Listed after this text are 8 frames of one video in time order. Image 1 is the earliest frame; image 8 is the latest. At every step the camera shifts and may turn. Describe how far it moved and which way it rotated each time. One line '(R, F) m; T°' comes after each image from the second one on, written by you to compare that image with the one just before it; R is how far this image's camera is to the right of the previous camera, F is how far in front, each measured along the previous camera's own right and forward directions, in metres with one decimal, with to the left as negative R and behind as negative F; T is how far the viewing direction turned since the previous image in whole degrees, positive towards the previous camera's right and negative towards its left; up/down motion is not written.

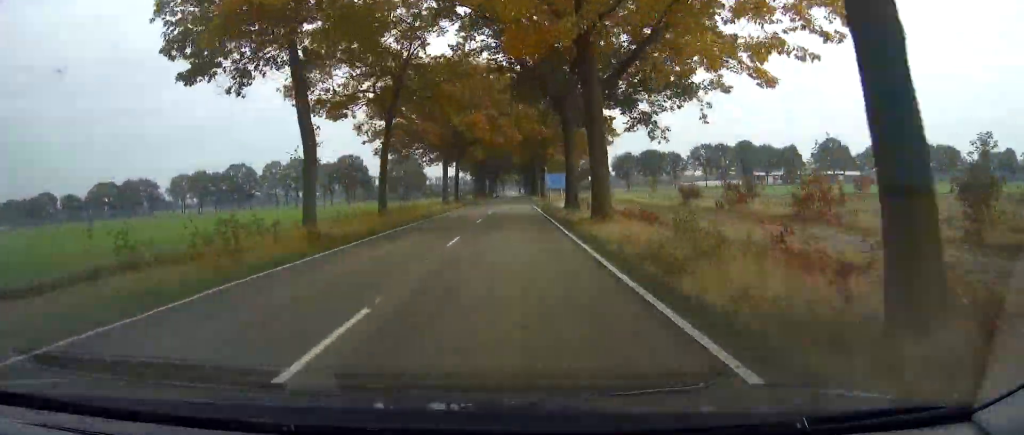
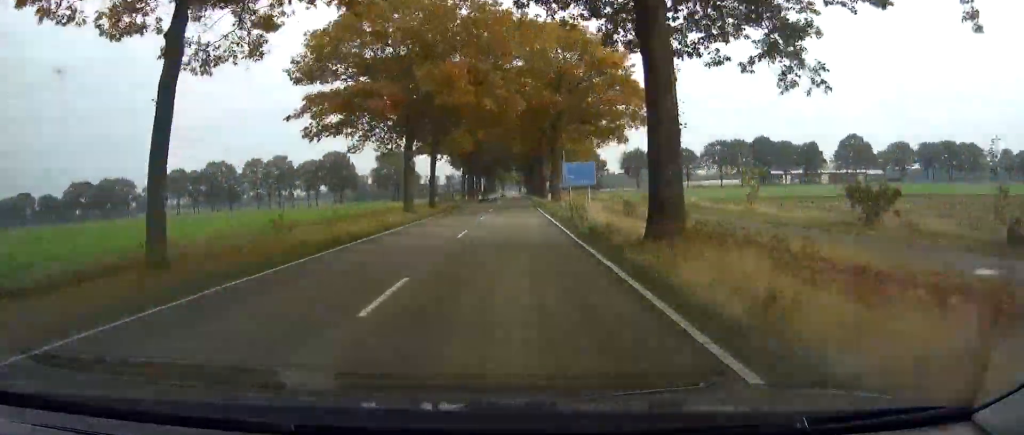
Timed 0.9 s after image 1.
(0.0, +21.5) m; 0°
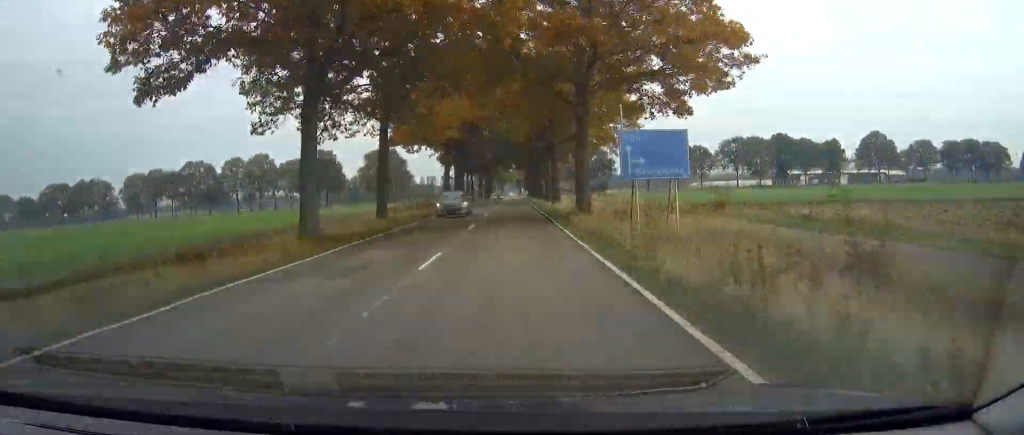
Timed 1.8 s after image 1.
(0.0, +19.9) m; 0°
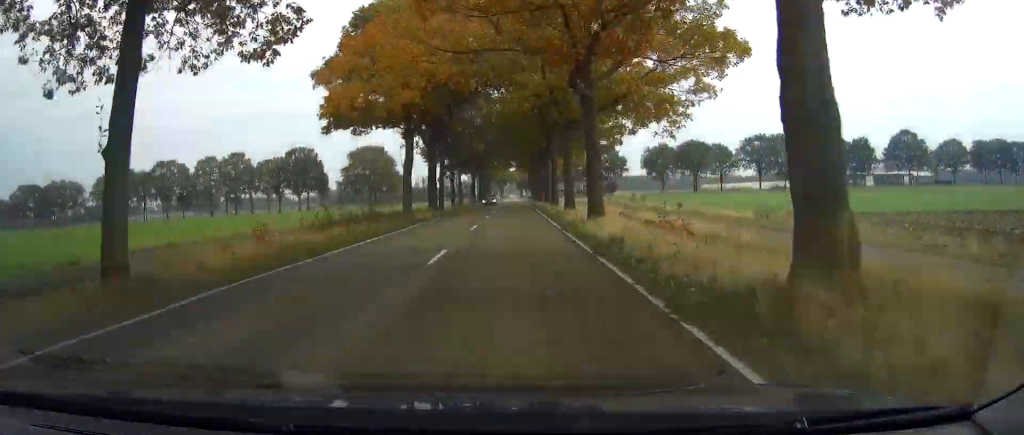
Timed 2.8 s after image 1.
(-0.1, +23.0) m; 0°
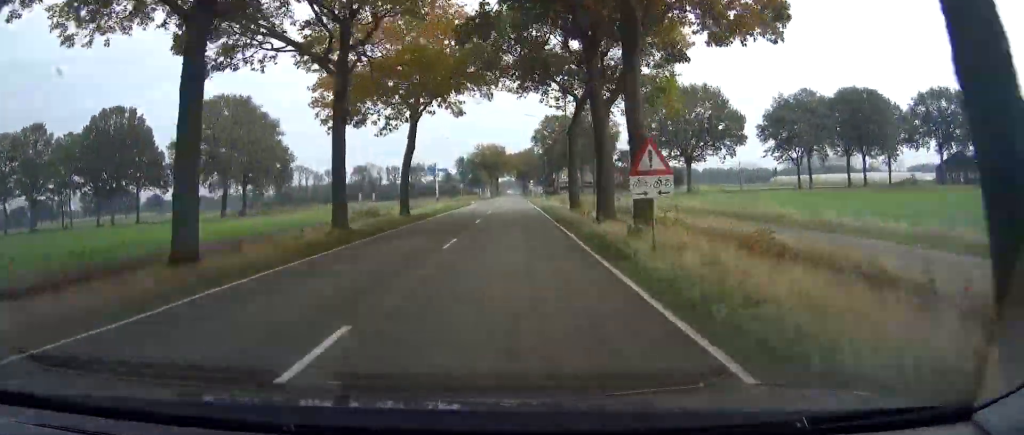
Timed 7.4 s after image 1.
(-0.6, +105.9) m; -2°
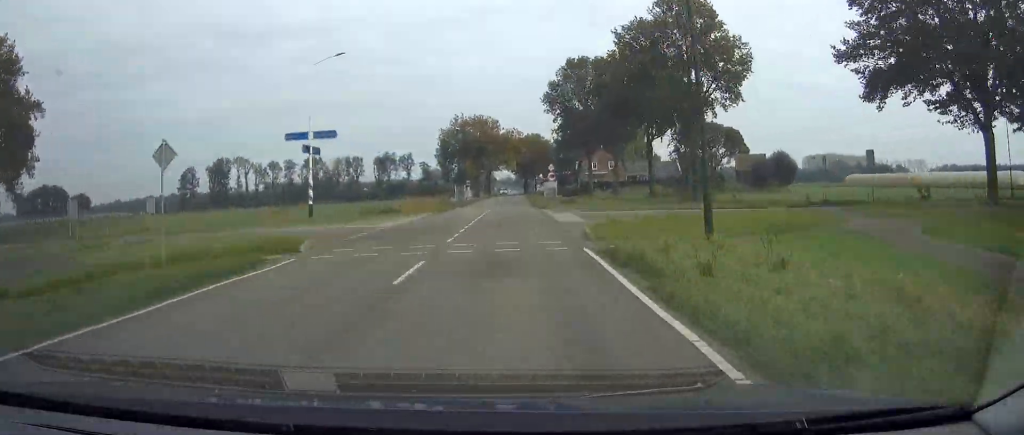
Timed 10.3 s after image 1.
(0.0, +66.2) m; 0°
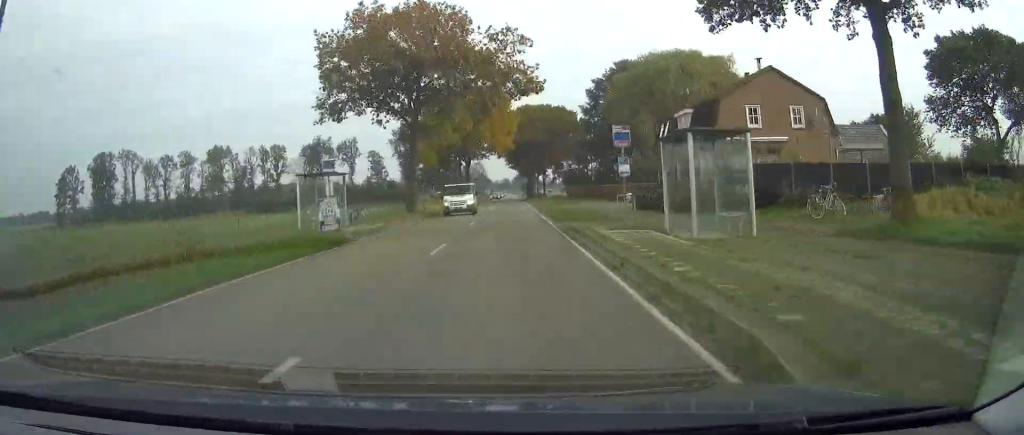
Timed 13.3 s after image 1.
(+0.8, +70.9) m; +1°
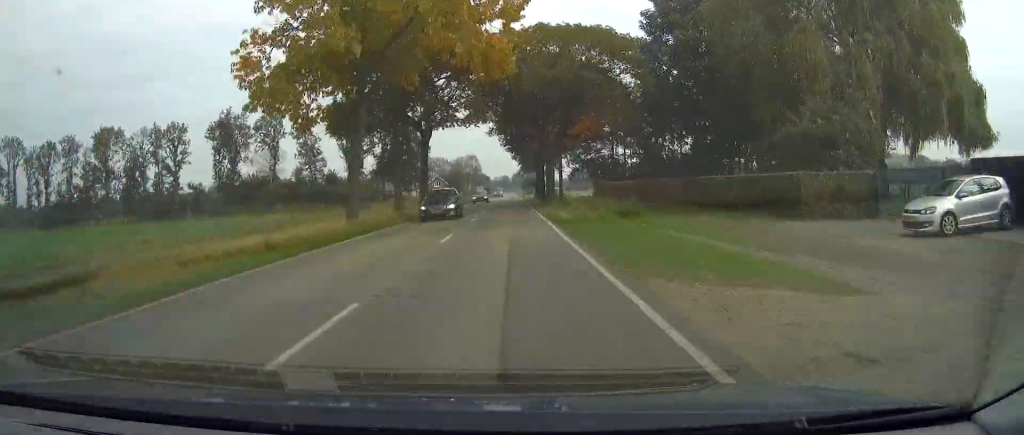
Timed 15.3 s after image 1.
(-0.3, +46.3) m; 0°
